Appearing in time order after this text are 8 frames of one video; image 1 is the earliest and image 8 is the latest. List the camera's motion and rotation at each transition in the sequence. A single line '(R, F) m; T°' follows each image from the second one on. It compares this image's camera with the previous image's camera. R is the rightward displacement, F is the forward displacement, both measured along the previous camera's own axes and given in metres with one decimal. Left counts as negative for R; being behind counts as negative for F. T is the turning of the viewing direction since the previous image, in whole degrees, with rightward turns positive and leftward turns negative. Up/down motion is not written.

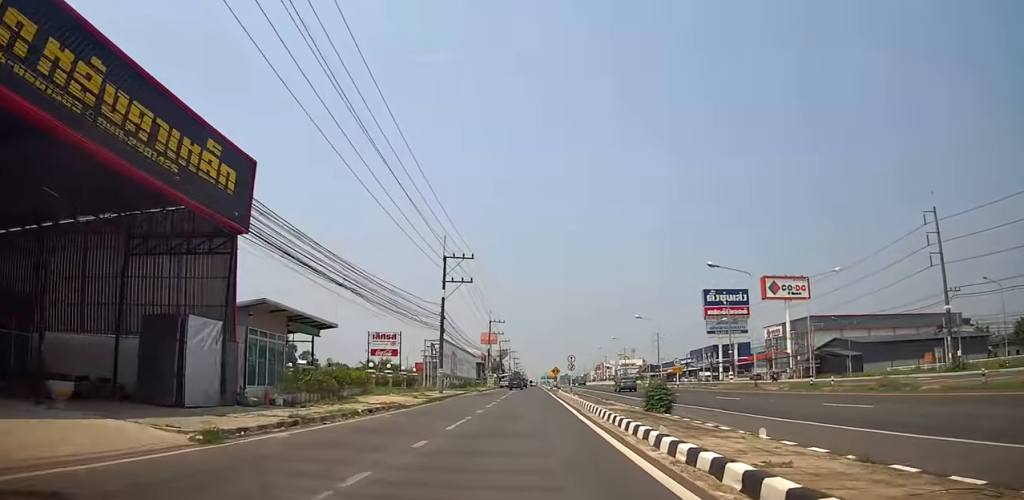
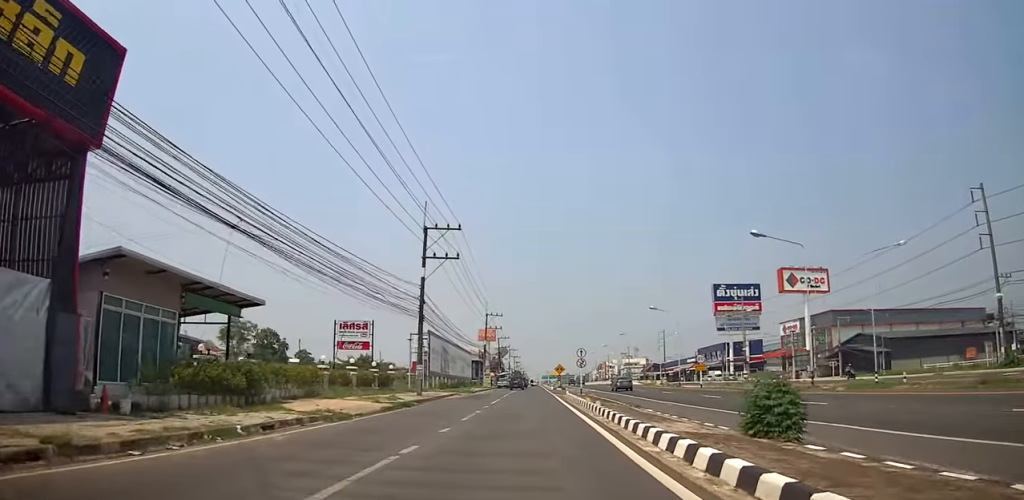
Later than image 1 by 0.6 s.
(0.0, +9.0) m; 0°
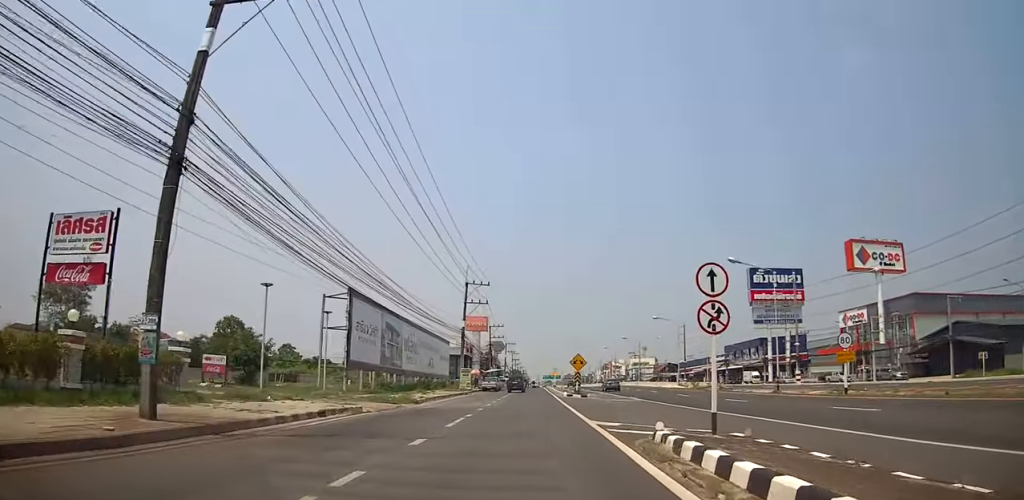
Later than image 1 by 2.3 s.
(+0.2, +27.2) m; +1°
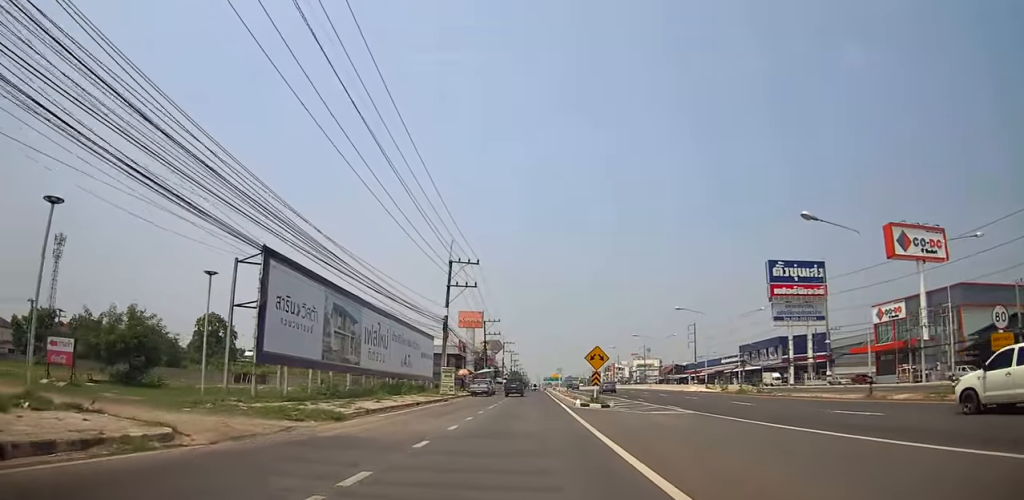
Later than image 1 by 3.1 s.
(0.0, +11.7) m; 0°
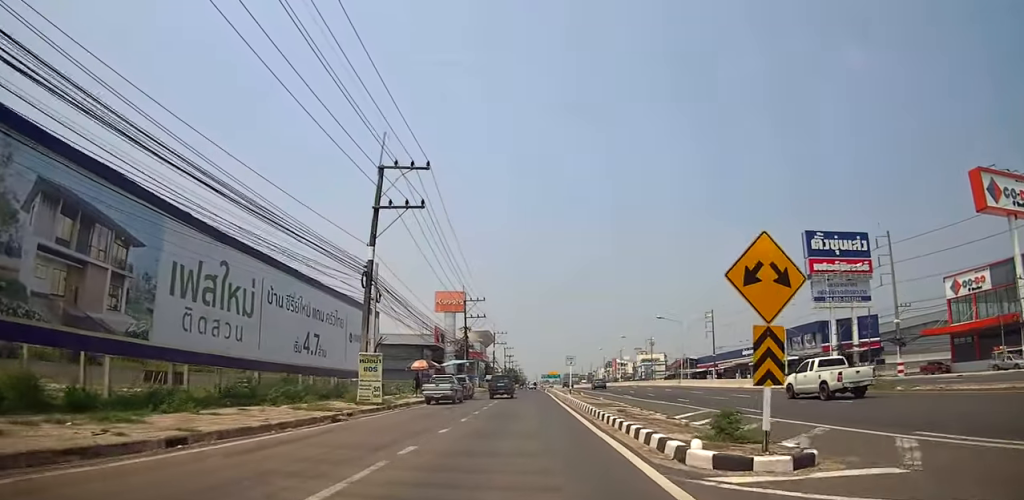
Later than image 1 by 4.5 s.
(+0.1, +21.1) m; 0°
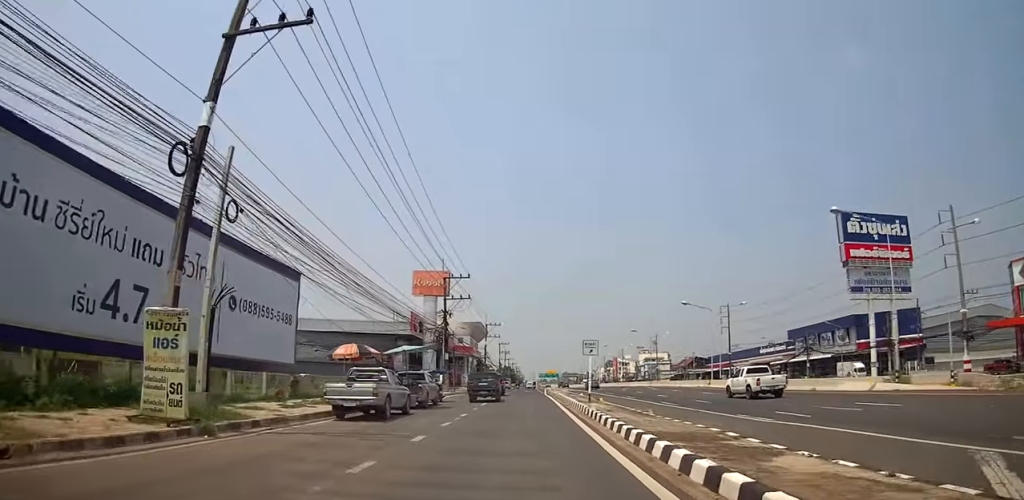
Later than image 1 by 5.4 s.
(-0.1, +14.5) m; -1°
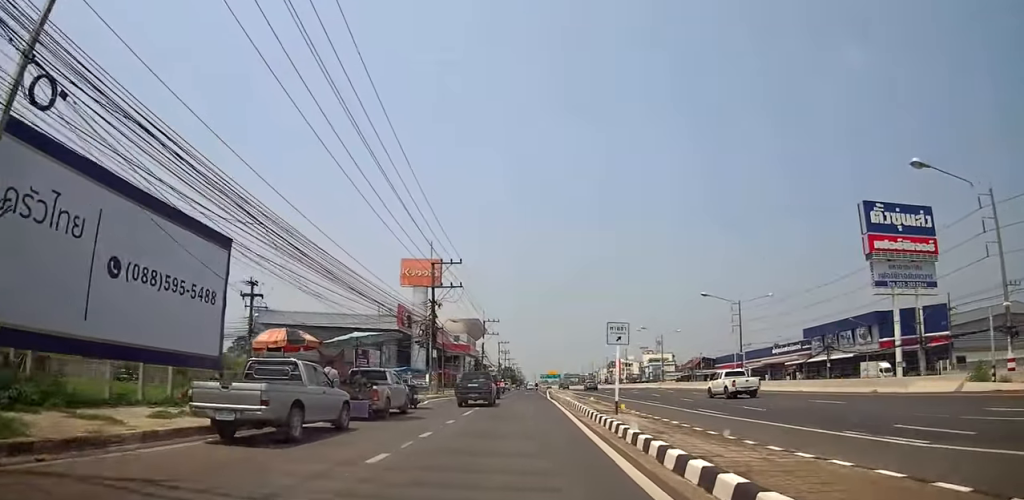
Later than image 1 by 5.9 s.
(0.0, +7.2) m; -1°
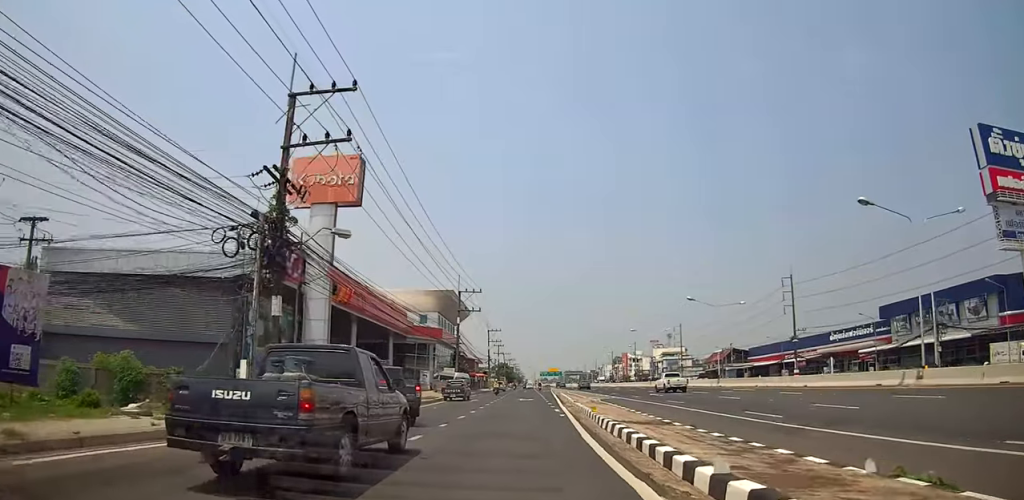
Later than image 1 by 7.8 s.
(-1.3, +29.8) m; -2°
